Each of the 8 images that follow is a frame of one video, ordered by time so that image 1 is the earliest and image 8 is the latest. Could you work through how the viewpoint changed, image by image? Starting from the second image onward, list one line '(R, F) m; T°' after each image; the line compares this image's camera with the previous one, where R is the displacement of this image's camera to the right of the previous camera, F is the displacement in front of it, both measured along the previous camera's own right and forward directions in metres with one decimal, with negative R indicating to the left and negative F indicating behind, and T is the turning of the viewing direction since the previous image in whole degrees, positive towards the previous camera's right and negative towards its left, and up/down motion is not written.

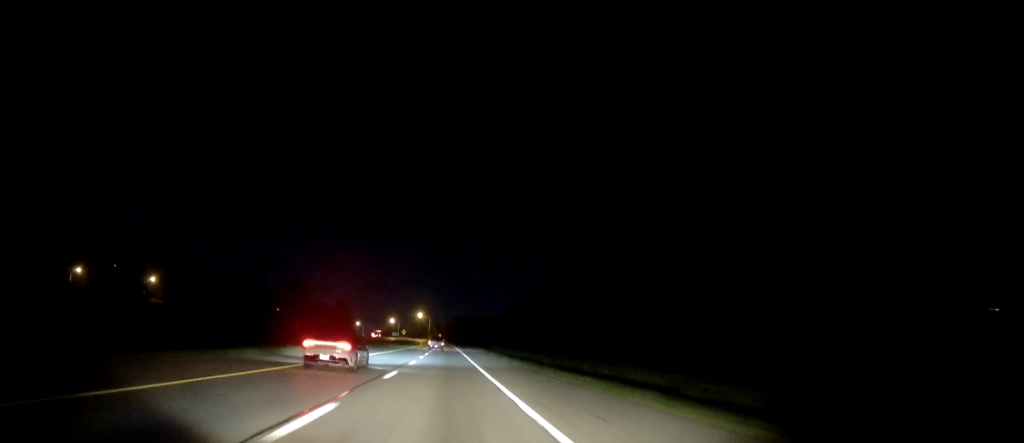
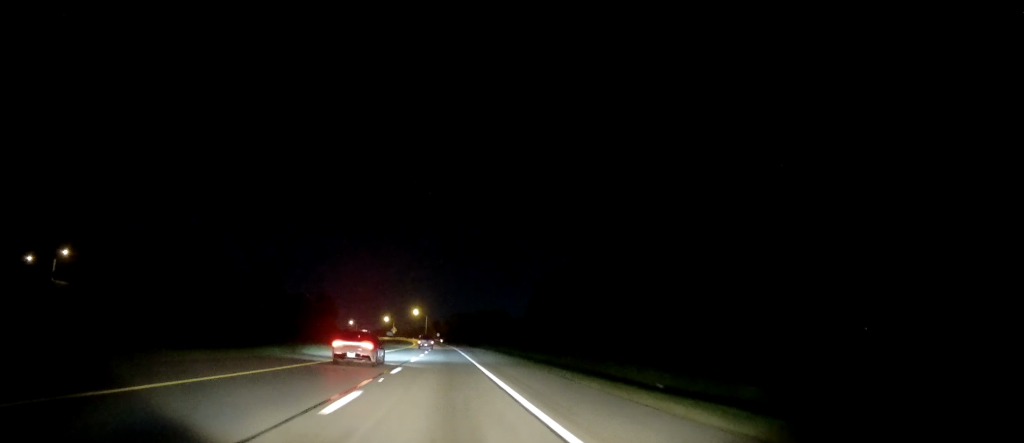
(0.0, +34.3) m; 0°
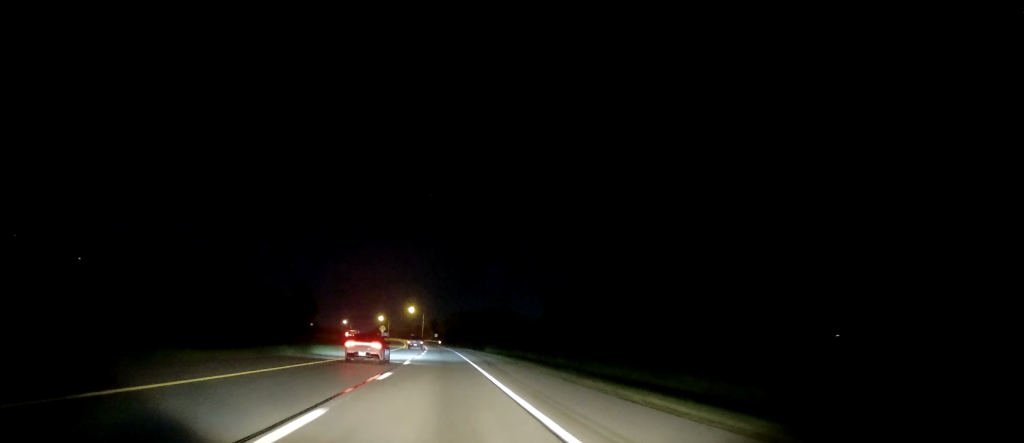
(-0.1, +28.2) m; -1°
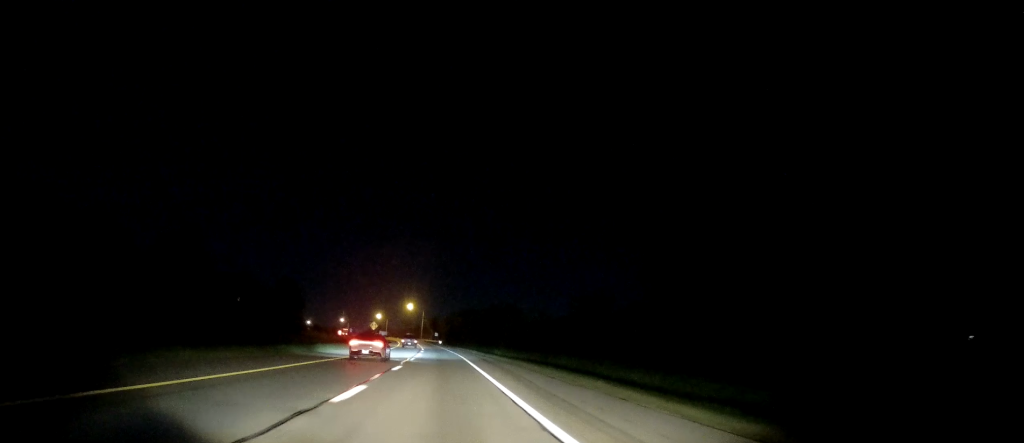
(-0.1, +19.1) m; 0°
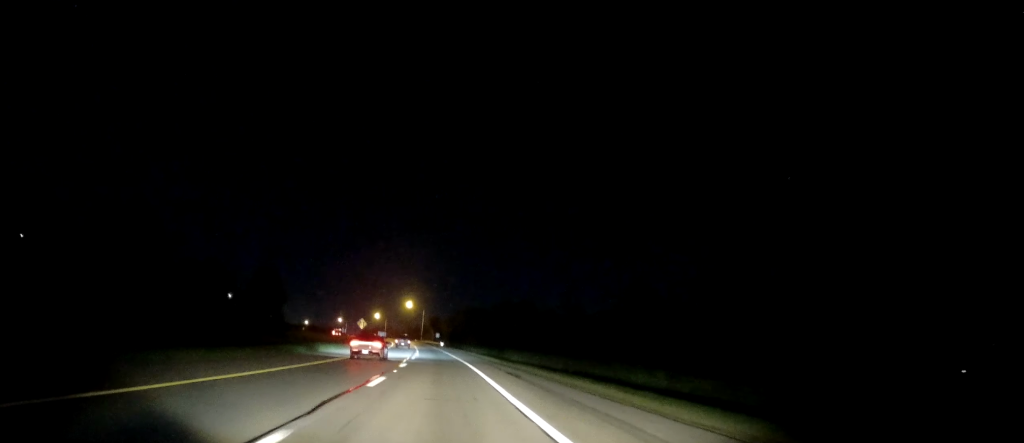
(0.0, +20.1) m; 0°
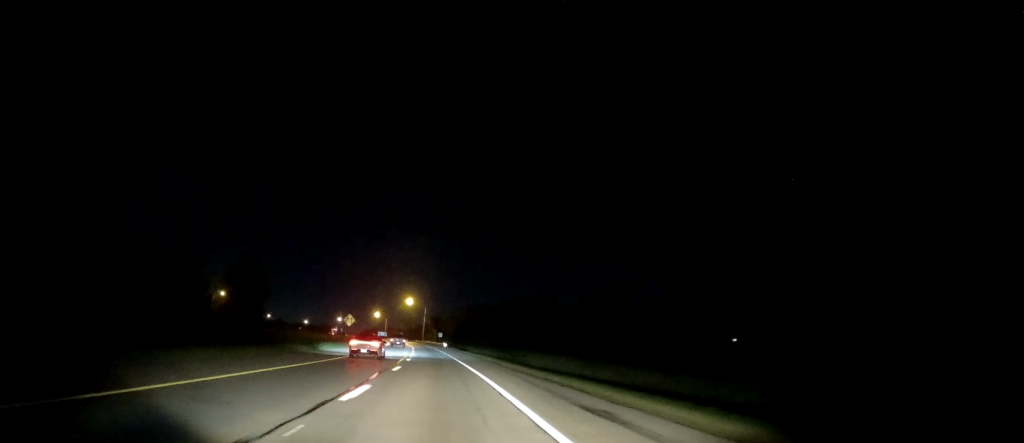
(0.0, +15.9) m; 0°
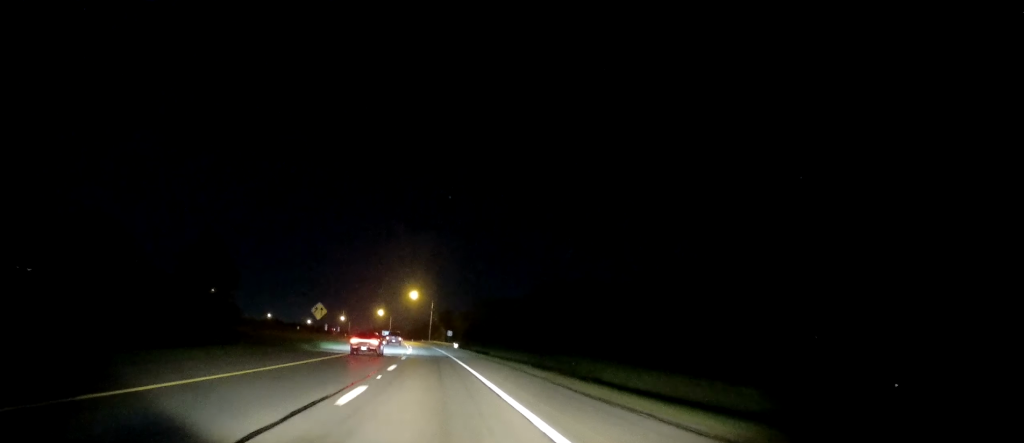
(0.0, +26.0) m; 0°
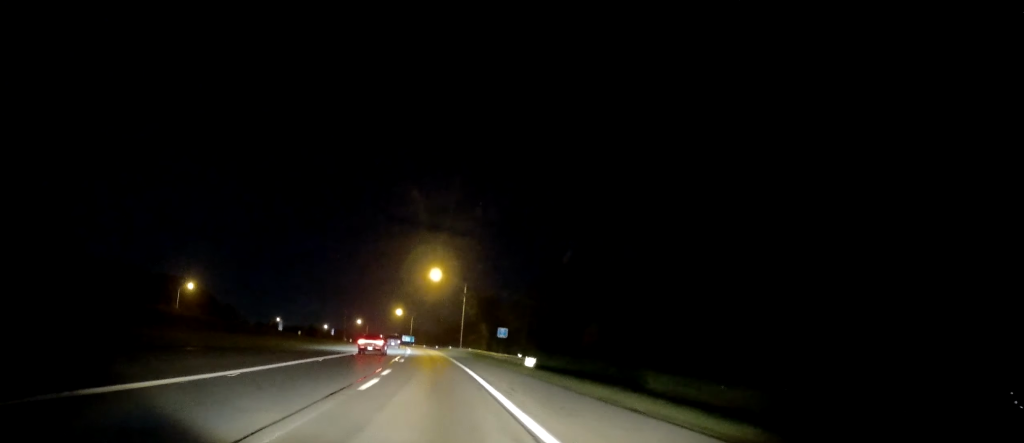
(-0.4, +57.5) m; -2°
